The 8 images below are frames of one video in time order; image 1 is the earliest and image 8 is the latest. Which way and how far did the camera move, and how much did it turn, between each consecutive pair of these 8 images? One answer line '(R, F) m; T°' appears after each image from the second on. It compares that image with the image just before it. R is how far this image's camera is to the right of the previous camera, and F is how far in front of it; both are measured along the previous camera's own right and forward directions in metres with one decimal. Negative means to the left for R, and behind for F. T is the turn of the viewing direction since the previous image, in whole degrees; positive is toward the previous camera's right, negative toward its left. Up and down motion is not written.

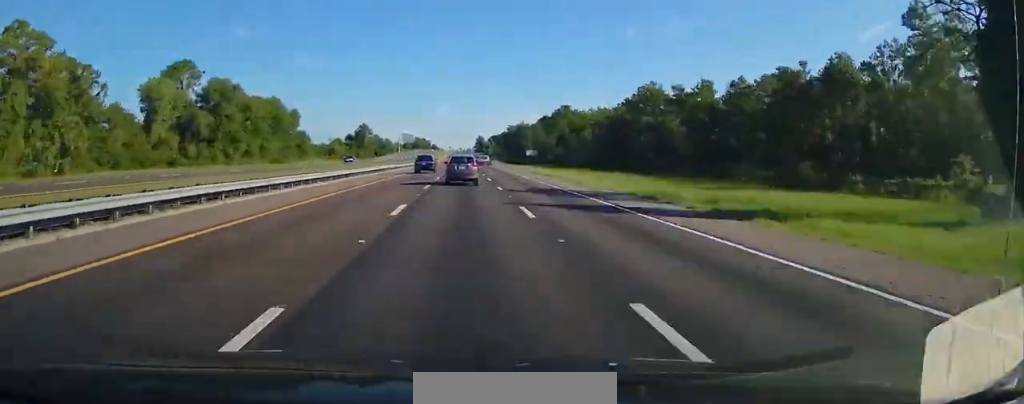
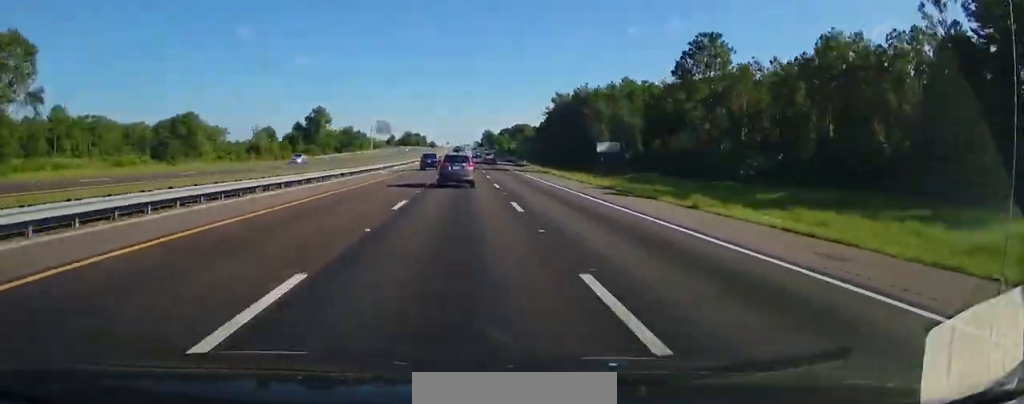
(-0.6, +94.3) m; 0°
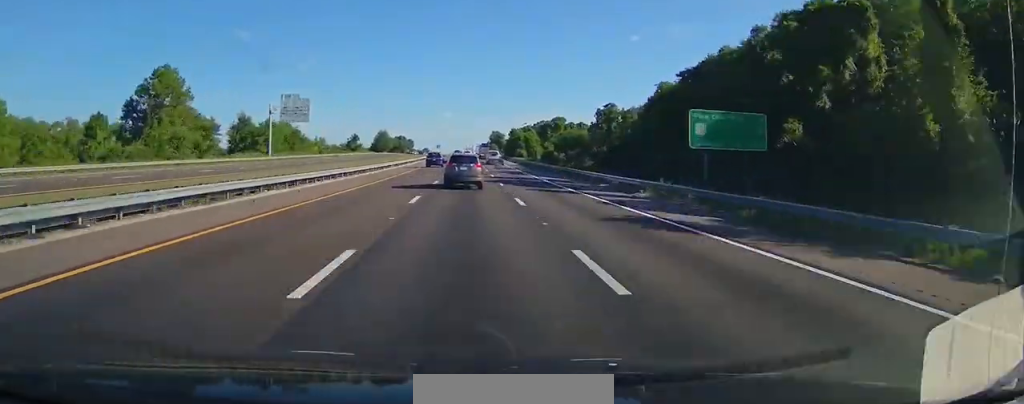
(-0.3, +108.0) m; 0°
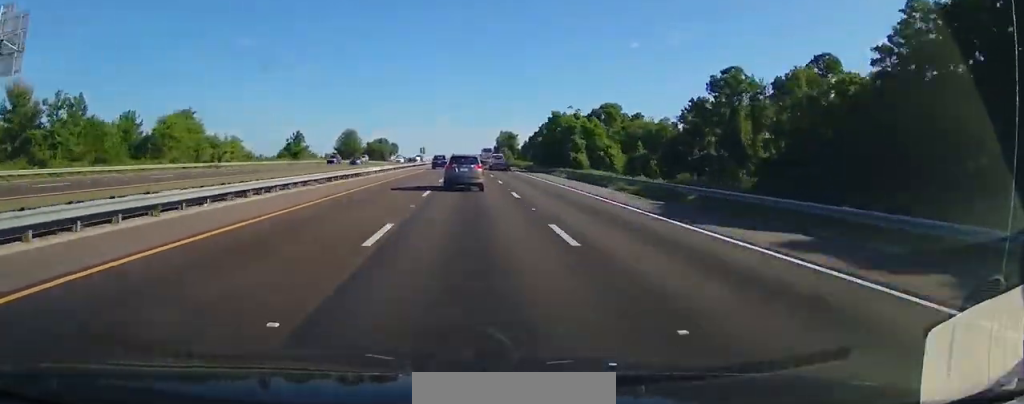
(+0.3, +70.3) m; 0°
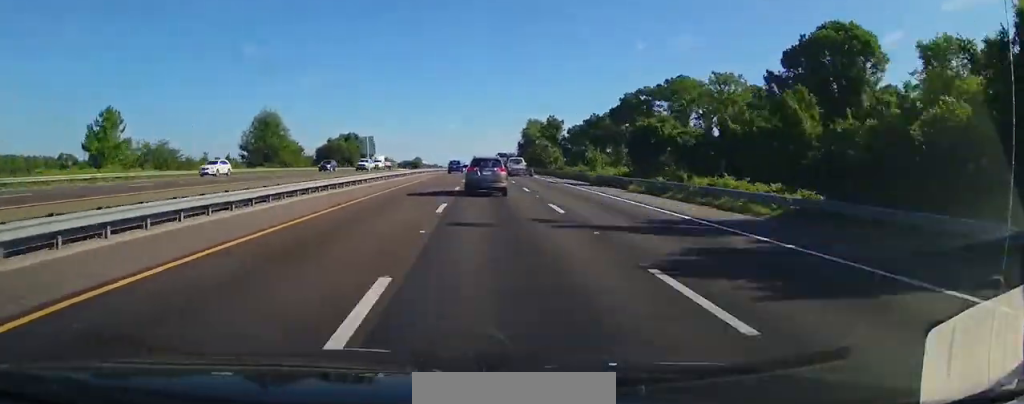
(-0.5, +79.9) m; 0°
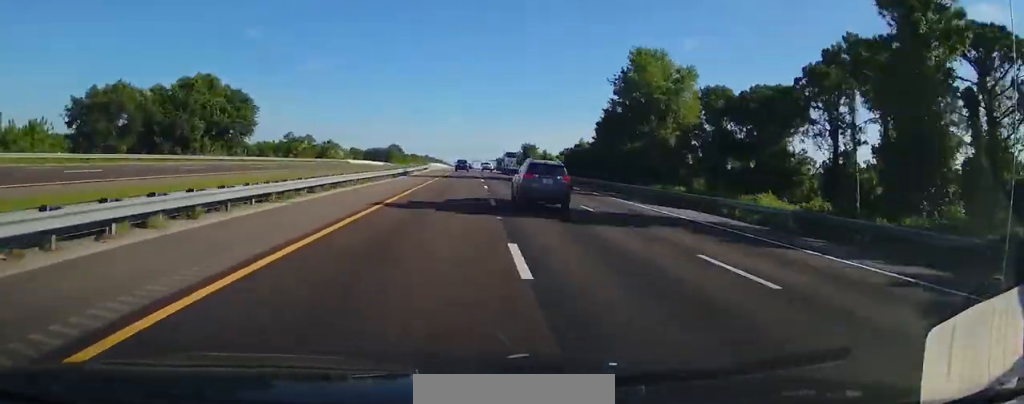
(-1.1, +94.3) m; +1°
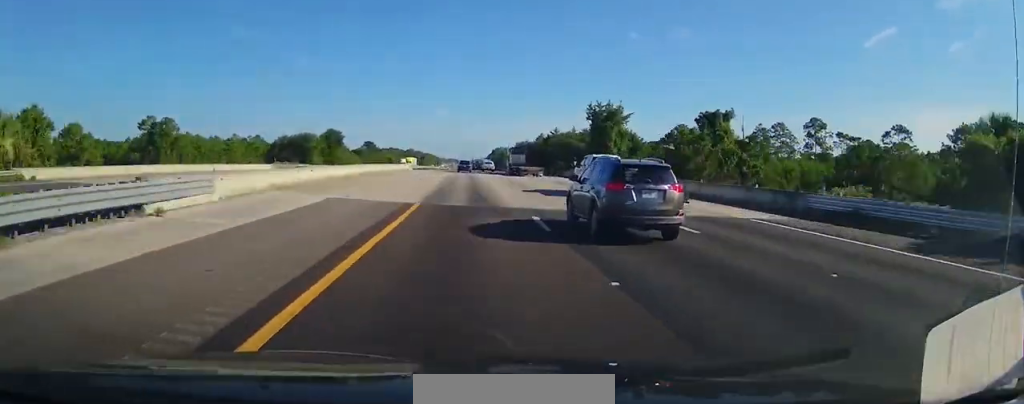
(+2.5, +104.3) m; 0°
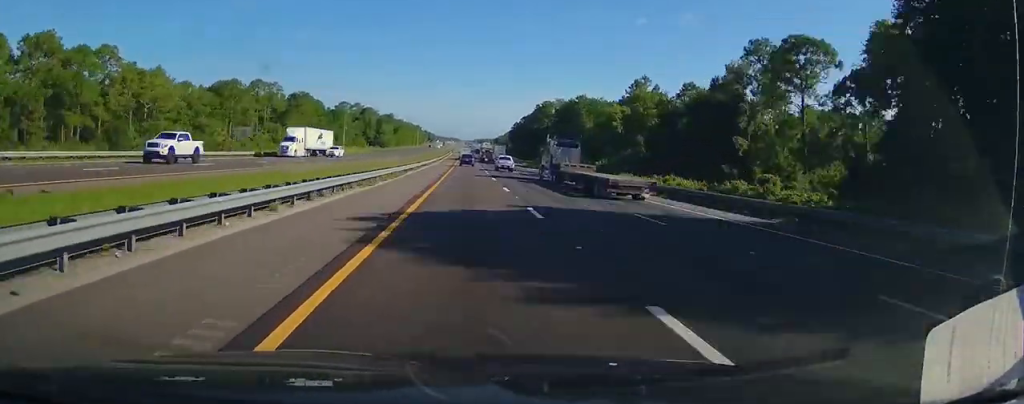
(-1.2, +306.7) m; 0°
